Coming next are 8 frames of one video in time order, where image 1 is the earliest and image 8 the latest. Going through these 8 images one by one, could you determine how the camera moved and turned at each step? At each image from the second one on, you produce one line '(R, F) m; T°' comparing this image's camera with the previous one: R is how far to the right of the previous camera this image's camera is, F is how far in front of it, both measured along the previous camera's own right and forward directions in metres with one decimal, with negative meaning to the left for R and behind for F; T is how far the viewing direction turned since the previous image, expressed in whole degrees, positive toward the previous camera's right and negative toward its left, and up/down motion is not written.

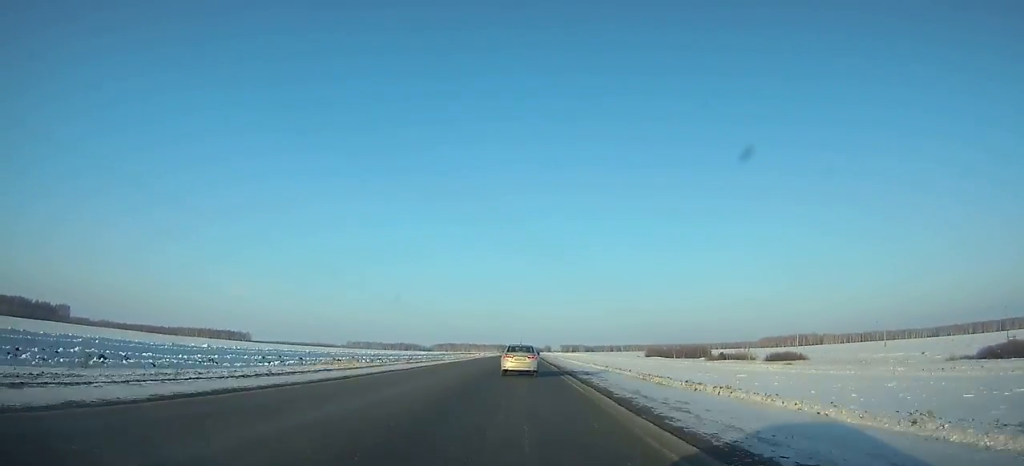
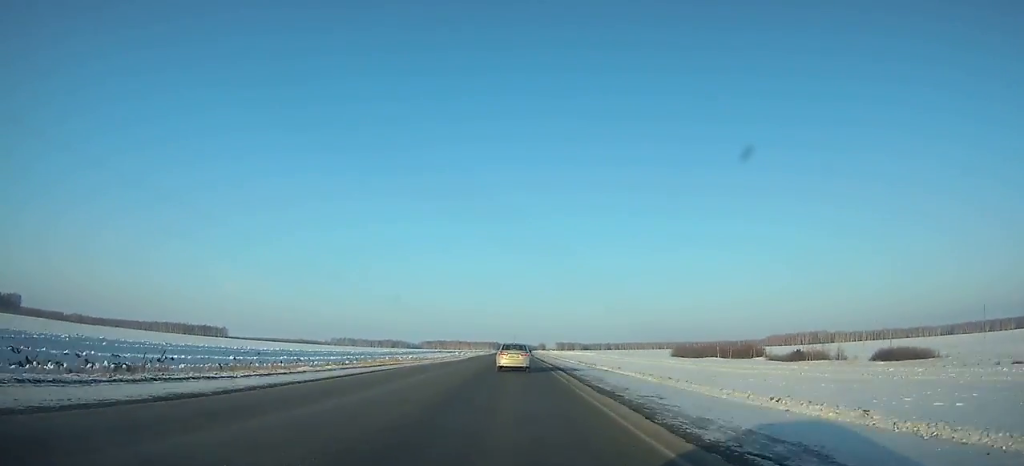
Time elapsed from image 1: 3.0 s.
(-0.2, +66.9) m; 0°
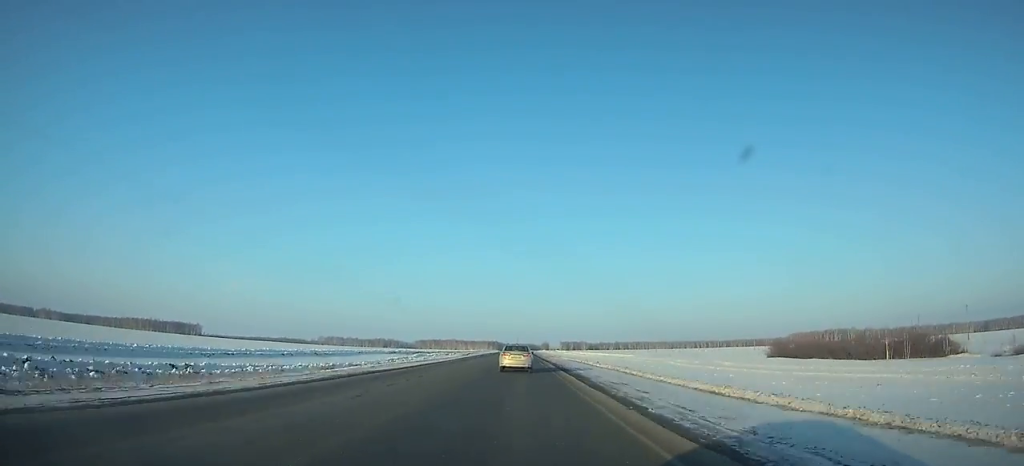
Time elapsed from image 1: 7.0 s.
(+0.2, +94.1) m; 0°
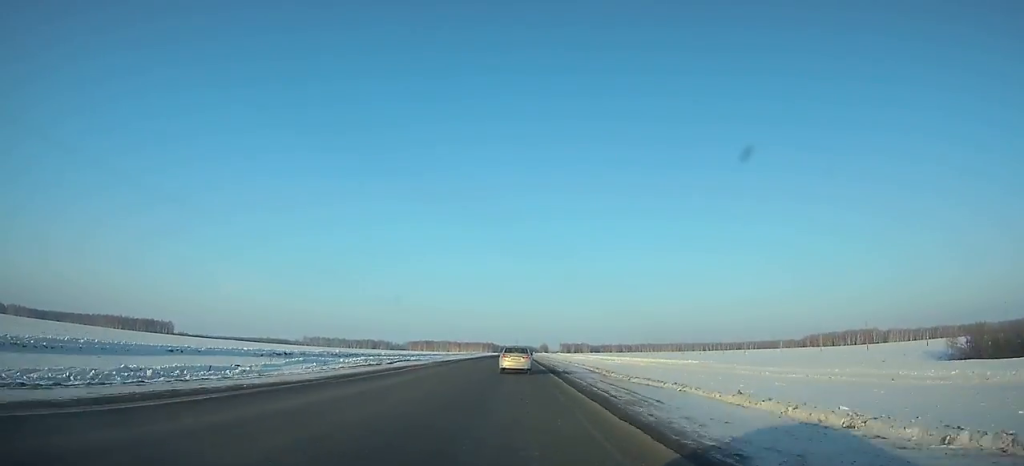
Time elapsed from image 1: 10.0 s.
(+0.2, +73.4) m; 0°
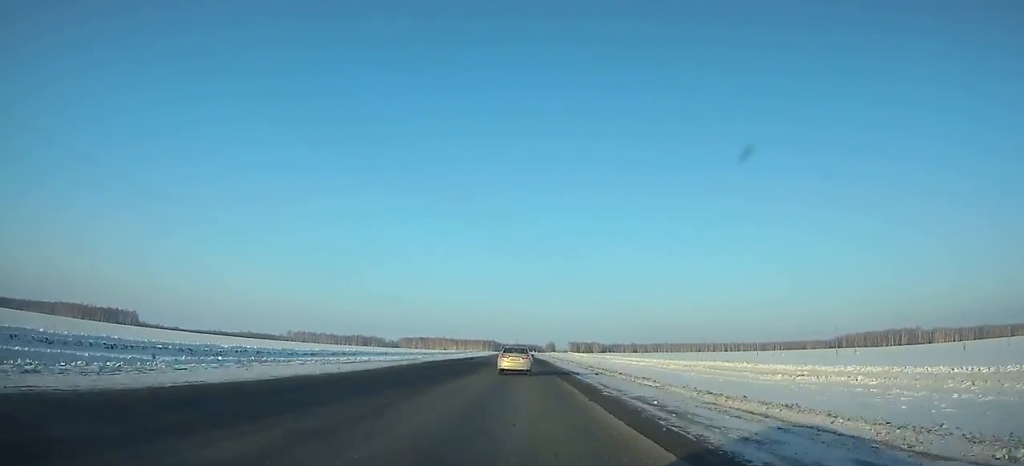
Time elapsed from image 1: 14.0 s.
(-0.3, +99.6) m; 0°
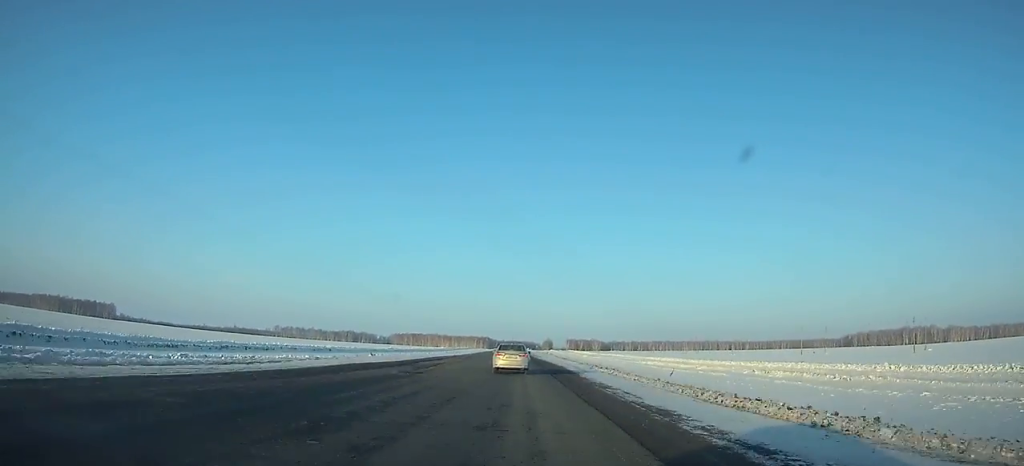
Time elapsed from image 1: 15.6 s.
(0.0, +40.0) m; 0°
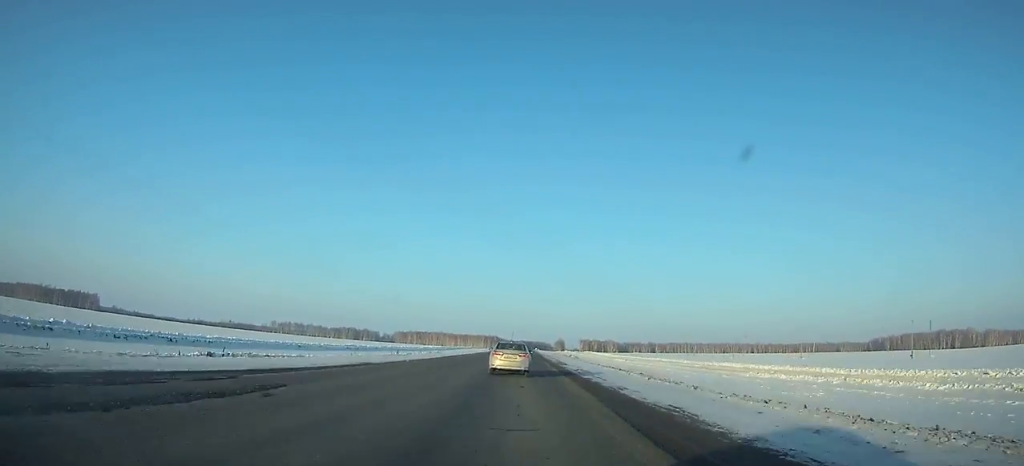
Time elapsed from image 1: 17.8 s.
(-0.1, +54.4) m; 0°
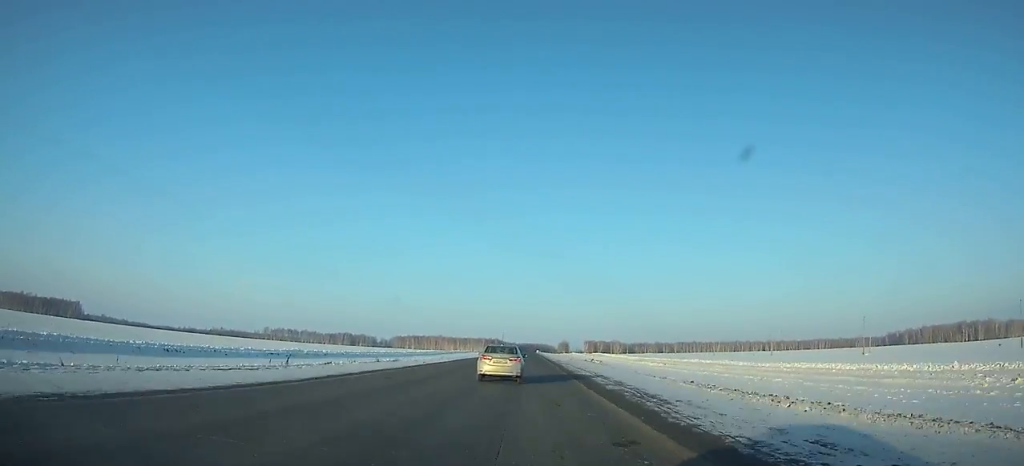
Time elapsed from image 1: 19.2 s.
(-0.2, +34.4) m; 0°
